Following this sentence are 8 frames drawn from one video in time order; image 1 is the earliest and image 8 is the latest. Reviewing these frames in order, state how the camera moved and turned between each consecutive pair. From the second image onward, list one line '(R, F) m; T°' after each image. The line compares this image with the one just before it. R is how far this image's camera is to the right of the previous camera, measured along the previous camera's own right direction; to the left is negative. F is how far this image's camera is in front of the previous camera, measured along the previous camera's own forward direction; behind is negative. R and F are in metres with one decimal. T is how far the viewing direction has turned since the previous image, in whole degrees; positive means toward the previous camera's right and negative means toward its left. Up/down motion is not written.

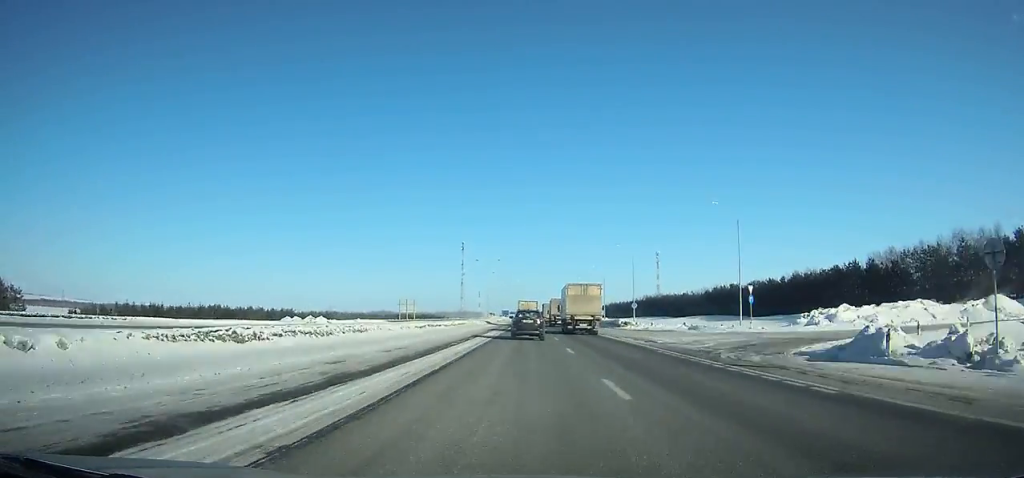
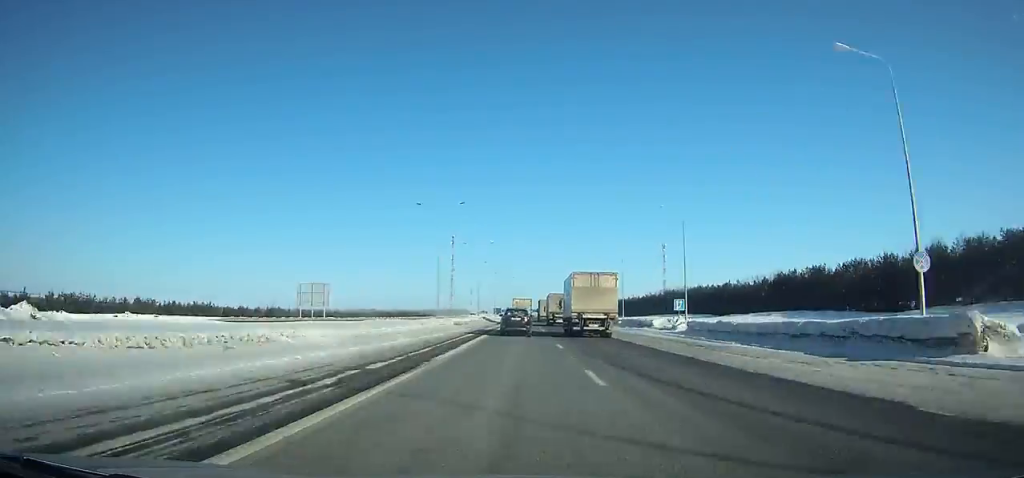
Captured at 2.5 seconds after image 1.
(+0.3, +60.5) m; 0°
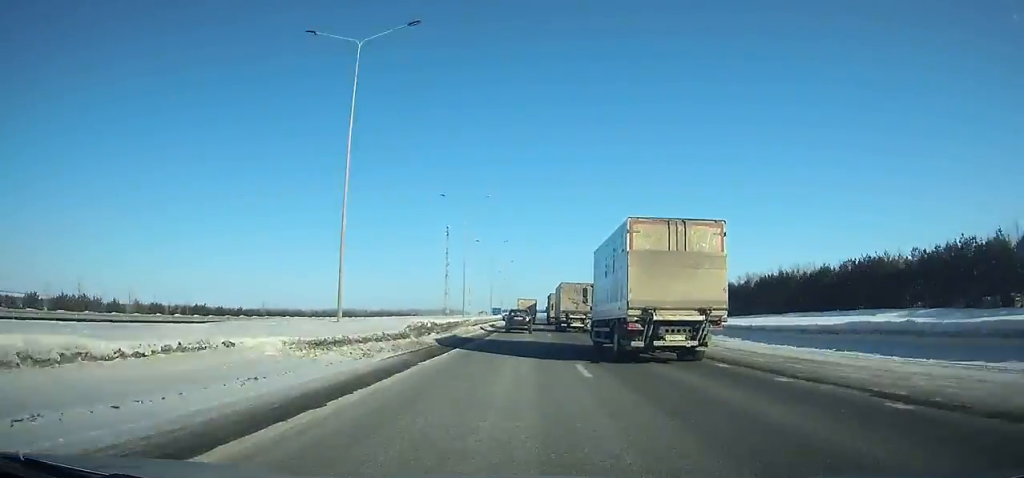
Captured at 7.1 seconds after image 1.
(+0.3, +108.6) m; 0°
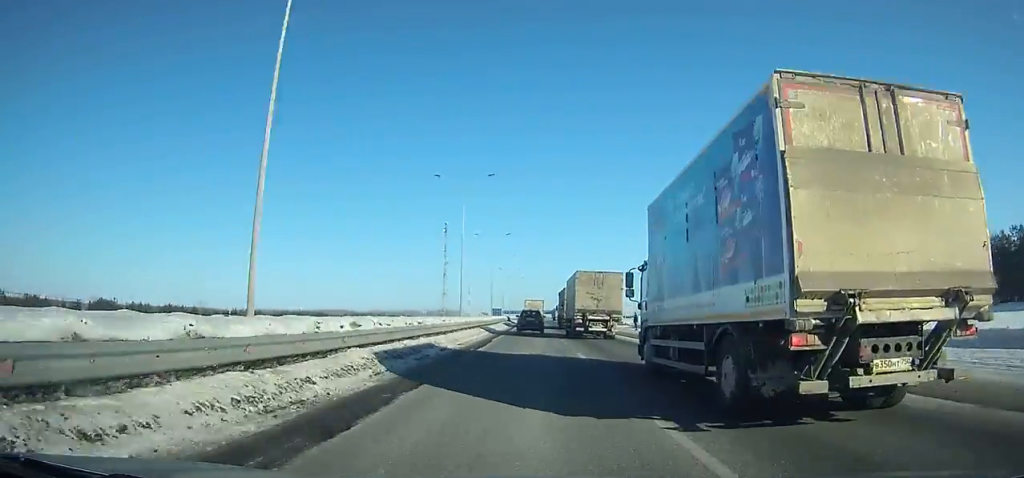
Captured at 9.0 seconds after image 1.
(+0.1, +43.1) m; 0°
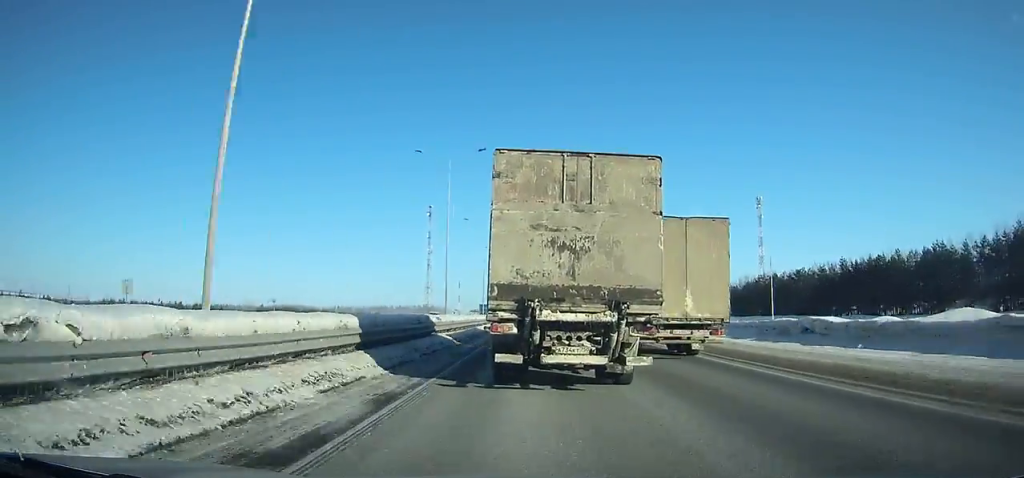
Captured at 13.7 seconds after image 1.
(-0.8, +94.7) m; -1°
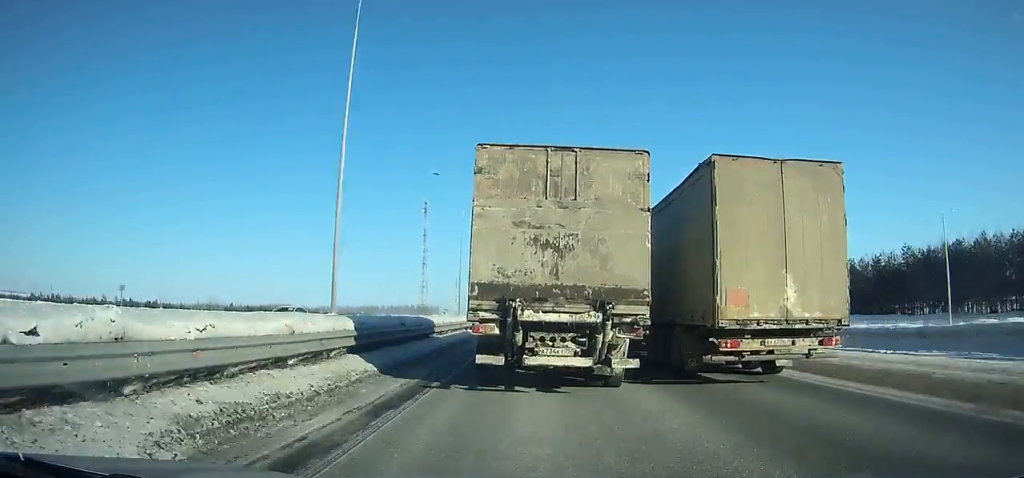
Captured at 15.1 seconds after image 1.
(-0.2, +26.2) m; 0°
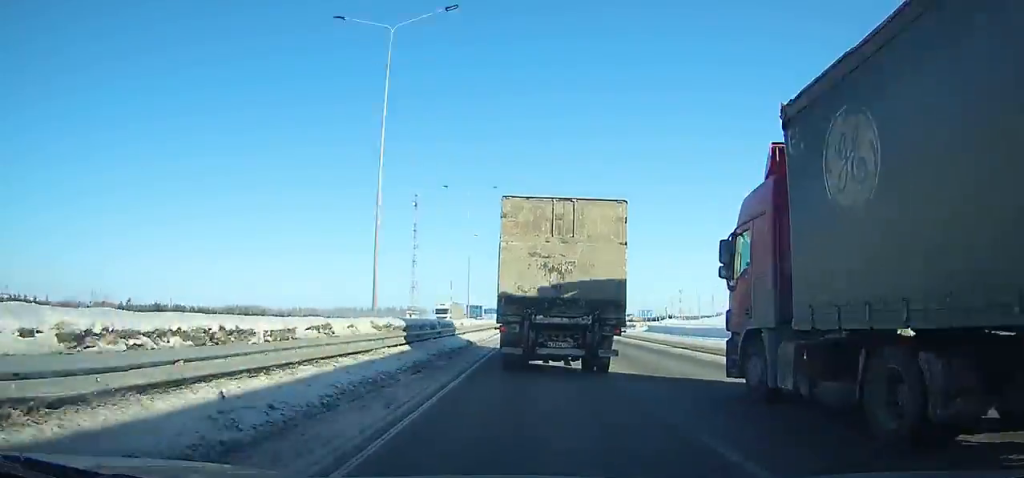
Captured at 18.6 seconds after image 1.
(+0.3, +60.9) m; +1°
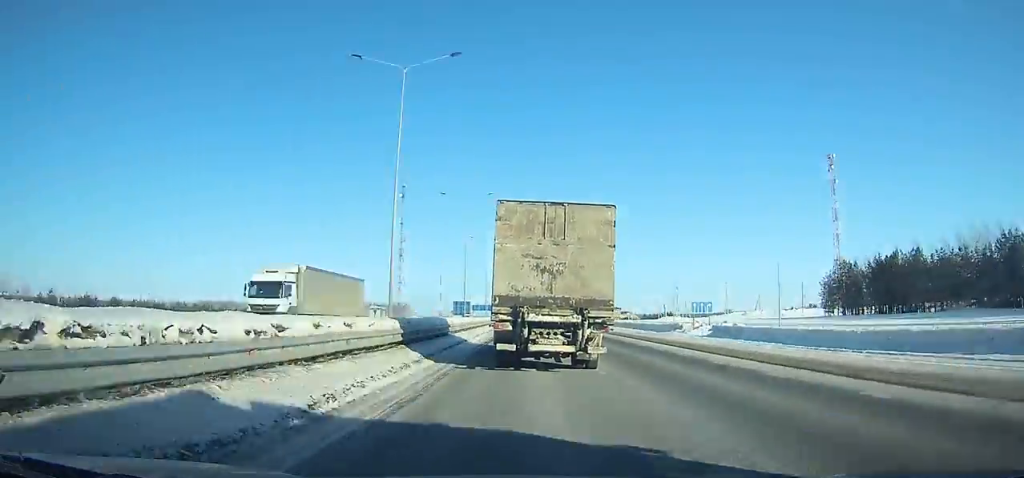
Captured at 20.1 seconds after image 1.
(+0.4, +25.8) m; +1°
